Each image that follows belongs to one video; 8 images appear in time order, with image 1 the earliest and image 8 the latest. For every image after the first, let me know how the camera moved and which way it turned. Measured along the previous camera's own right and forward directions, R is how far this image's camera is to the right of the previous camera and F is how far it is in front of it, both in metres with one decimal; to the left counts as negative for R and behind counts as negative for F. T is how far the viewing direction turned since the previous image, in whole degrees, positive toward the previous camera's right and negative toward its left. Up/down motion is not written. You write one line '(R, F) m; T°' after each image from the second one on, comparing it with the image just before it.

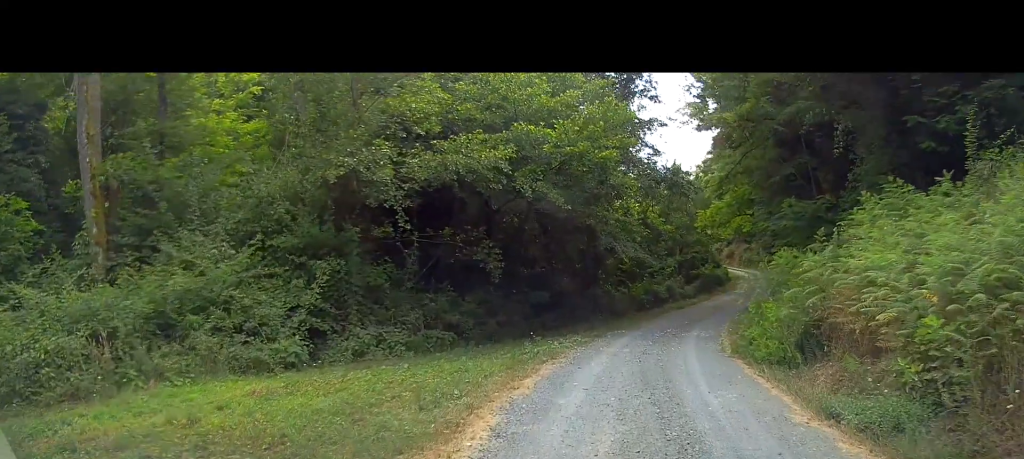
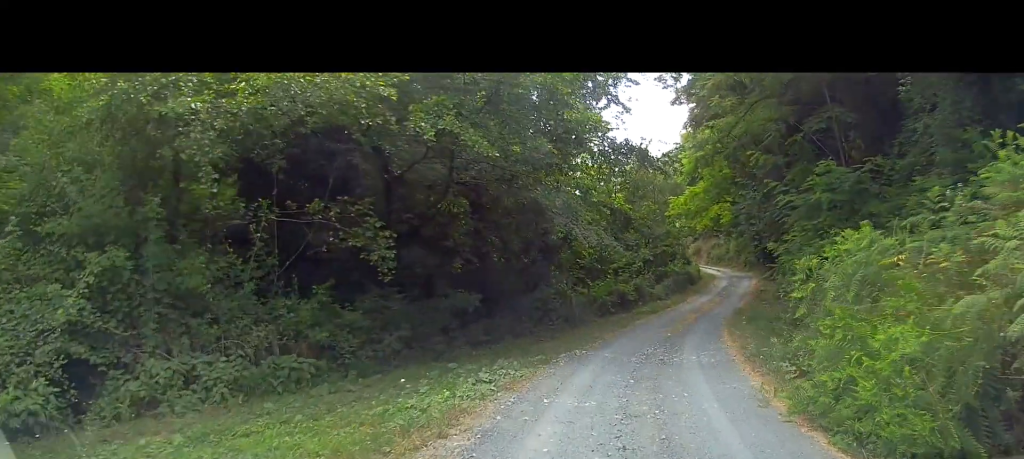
(+0.8, +5.2) m; +11°
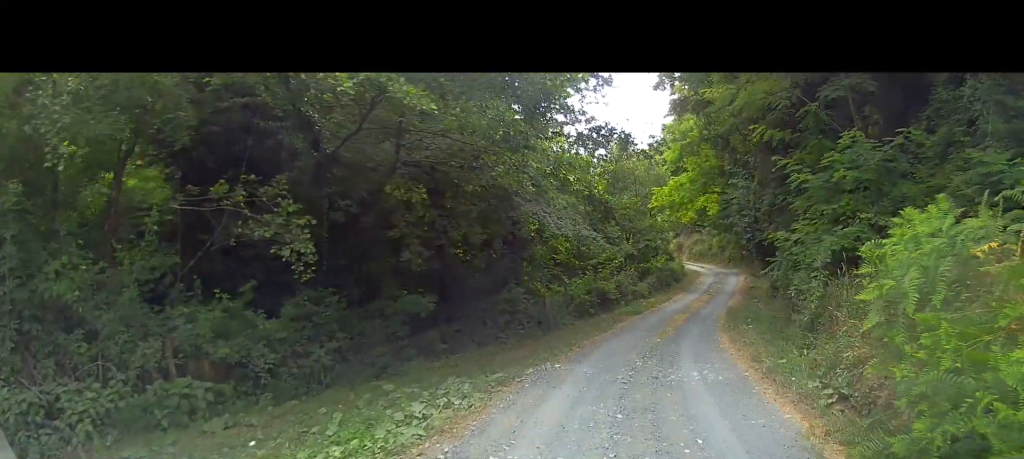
(0.0, +2.2) m; 0°
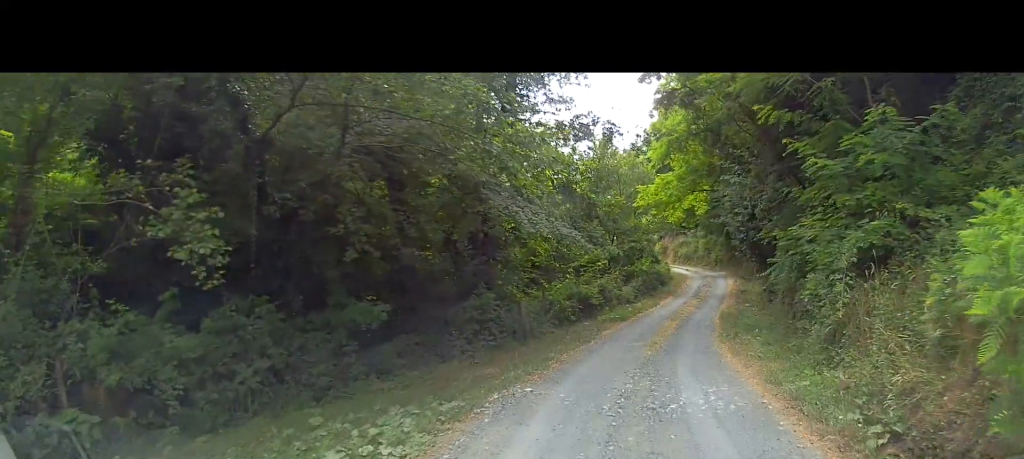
(0.0, +1.9) m; +1°
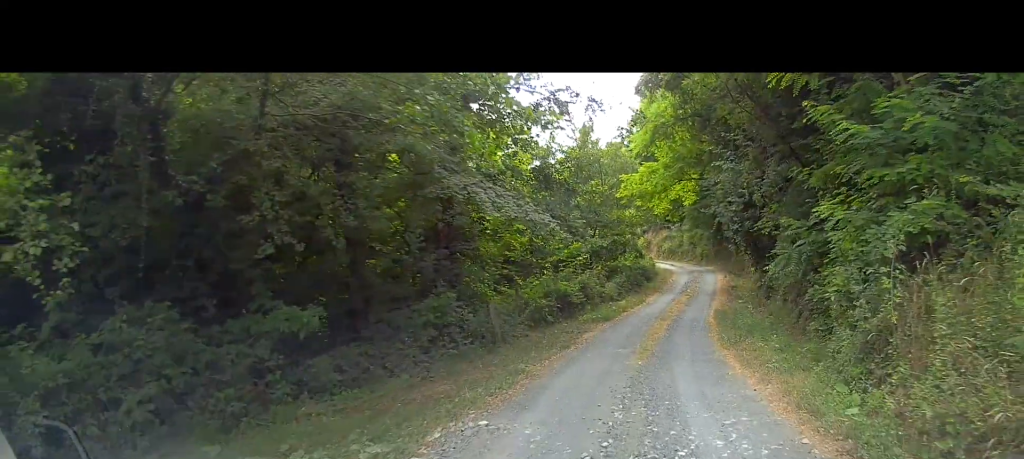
(-0.1, +2.2) m; +2°
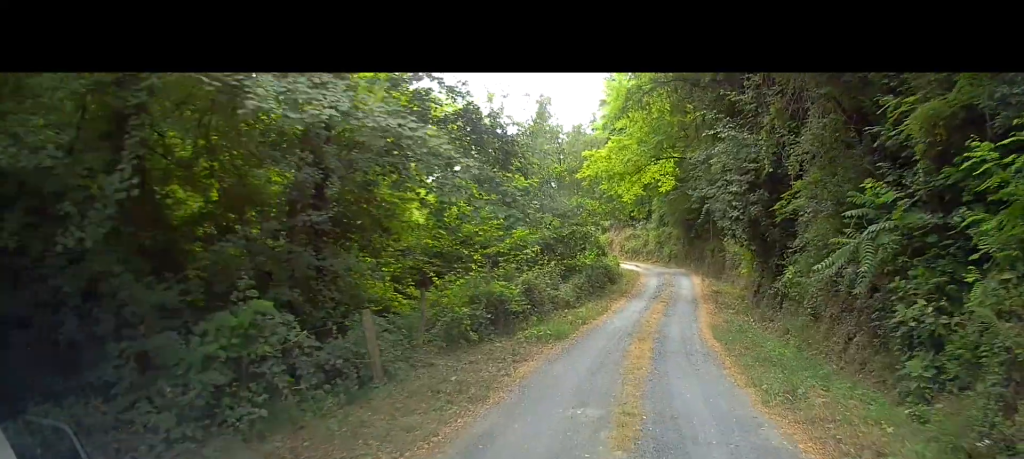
(+0.2, +5.7) m; +1°
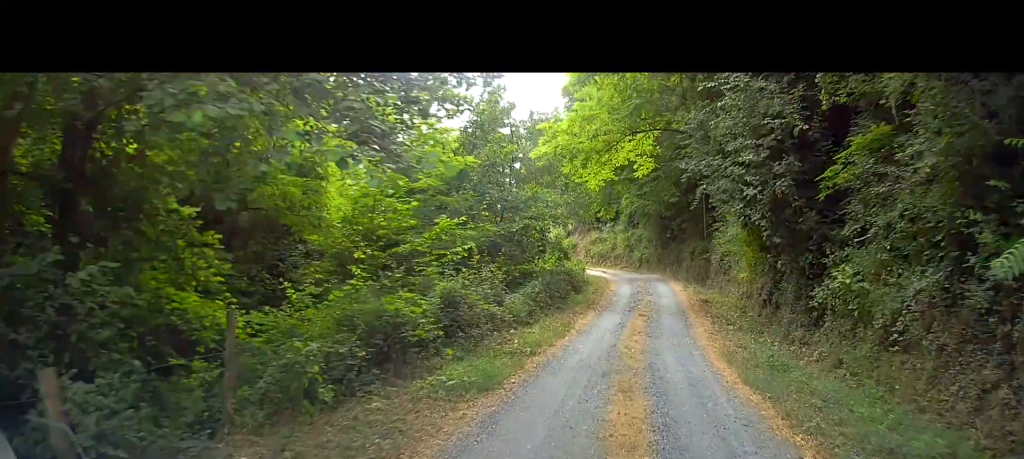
(0.0, +5.0) m; +8°
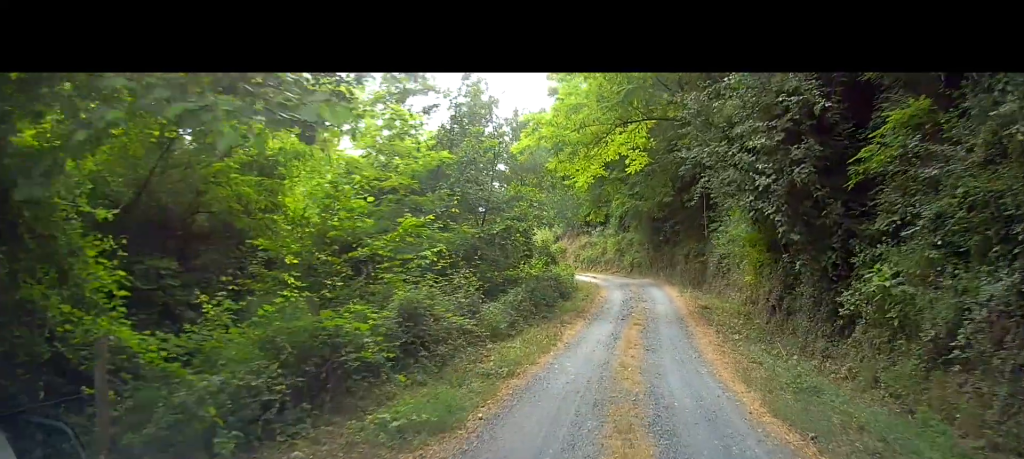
(0.0, +1.6) m; +5°
